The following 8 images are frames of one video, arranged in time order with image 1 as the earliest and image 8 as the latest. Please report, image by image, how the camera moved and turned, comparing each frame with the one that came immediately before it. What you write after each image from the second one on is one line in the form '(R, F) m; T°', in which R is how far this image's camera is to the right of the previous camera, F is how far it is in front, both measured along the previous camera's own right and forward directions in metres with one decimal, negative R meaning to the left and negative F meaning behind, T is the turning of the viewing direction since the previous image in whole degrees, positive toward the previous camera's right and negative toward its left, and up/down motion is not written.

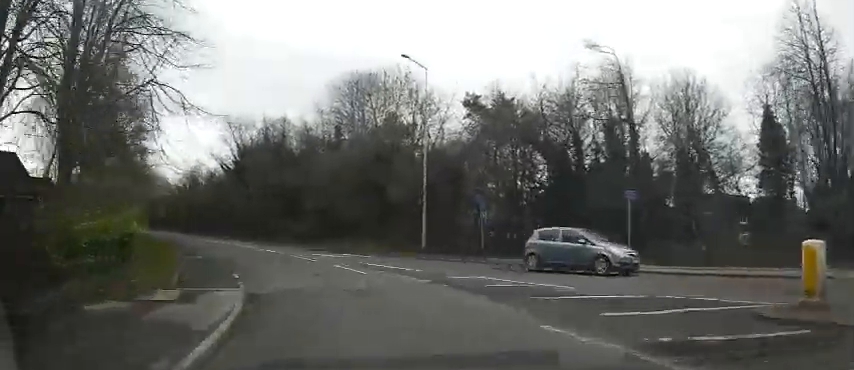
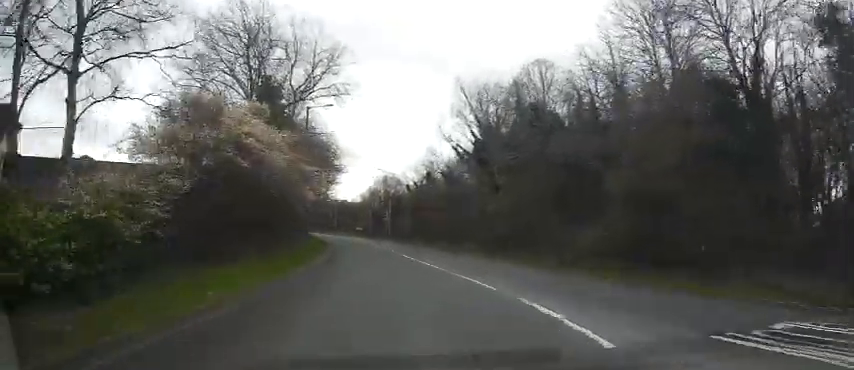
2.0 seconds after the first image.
(-4.3, +18.5) m; -24°
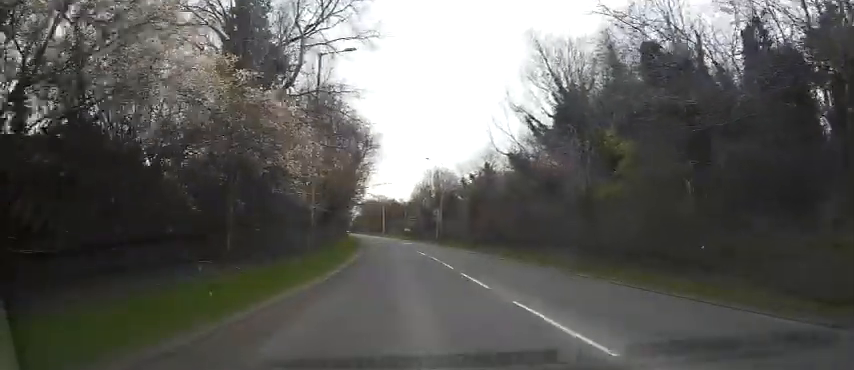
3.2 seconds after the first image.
(-1.1, +12.0) m; -8°
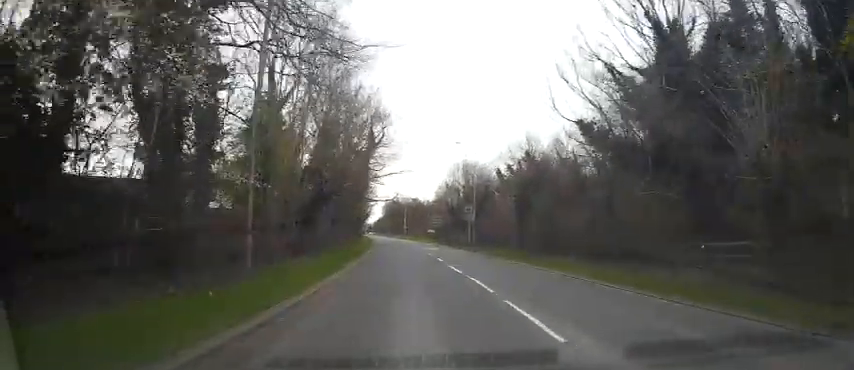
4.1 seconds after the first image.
(-0.4, +11.1) m; -14°
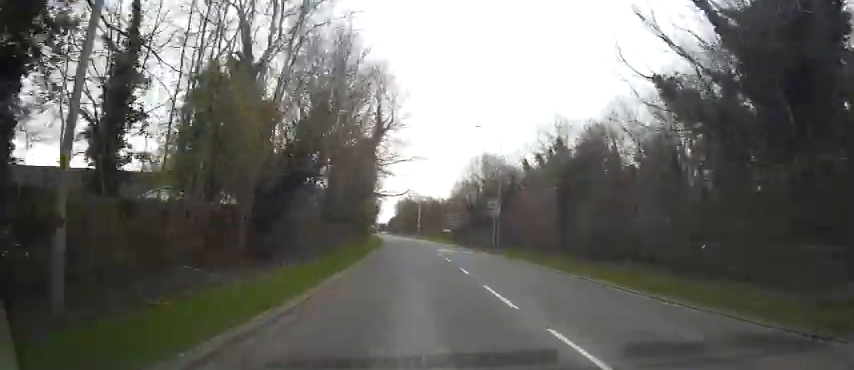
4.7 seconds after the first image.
(-0.9, +6.8) m; -4°
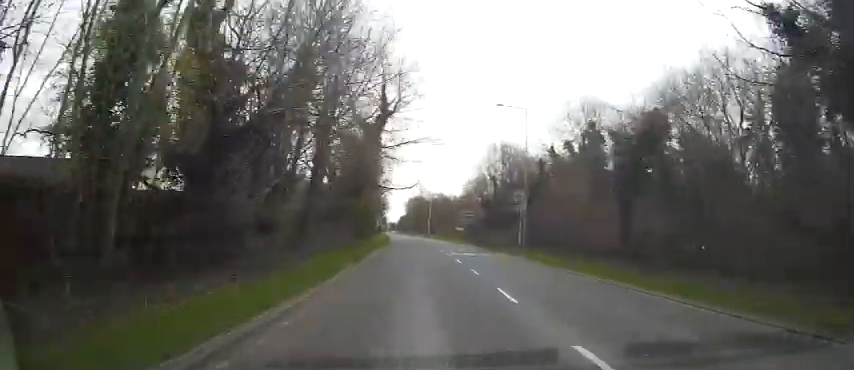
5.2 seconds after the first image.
(-1.5, +6.0) m; 0°
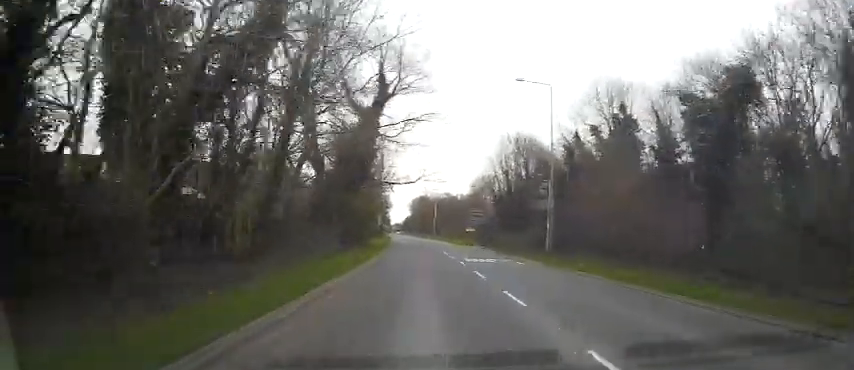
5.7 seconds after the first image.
(+0.6, +6.0) m; +7°
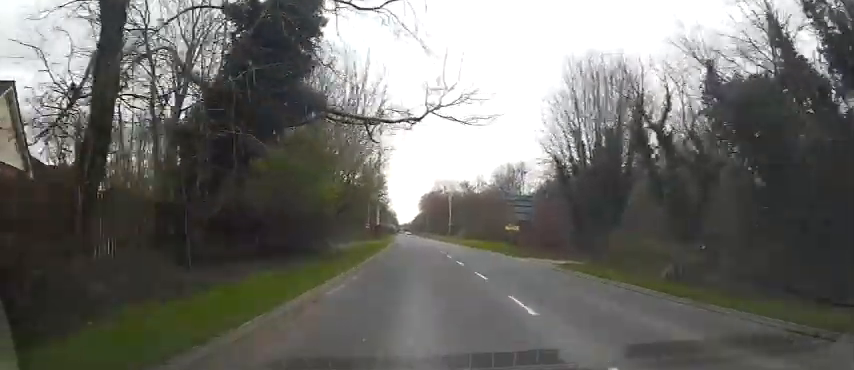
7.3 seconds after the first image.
(+5.9, +22.2) m; +13°
